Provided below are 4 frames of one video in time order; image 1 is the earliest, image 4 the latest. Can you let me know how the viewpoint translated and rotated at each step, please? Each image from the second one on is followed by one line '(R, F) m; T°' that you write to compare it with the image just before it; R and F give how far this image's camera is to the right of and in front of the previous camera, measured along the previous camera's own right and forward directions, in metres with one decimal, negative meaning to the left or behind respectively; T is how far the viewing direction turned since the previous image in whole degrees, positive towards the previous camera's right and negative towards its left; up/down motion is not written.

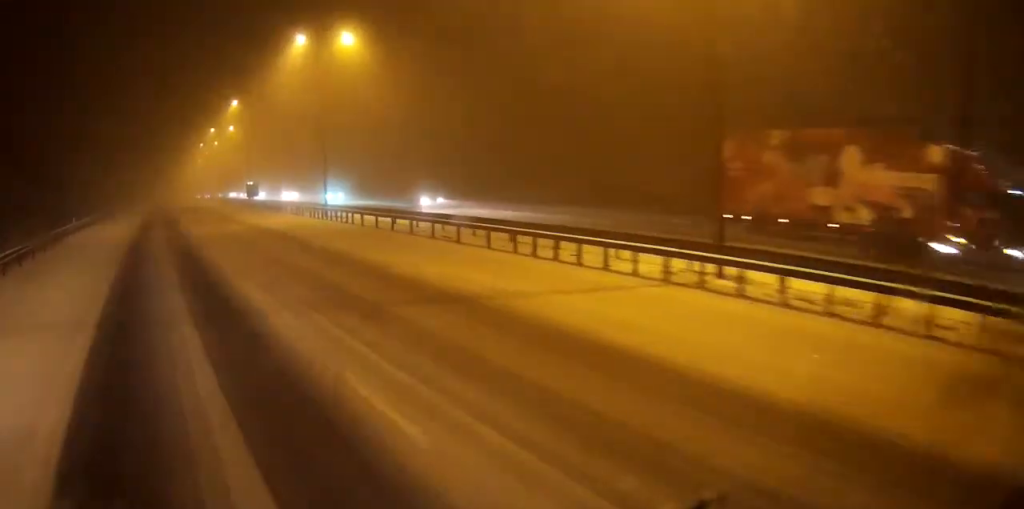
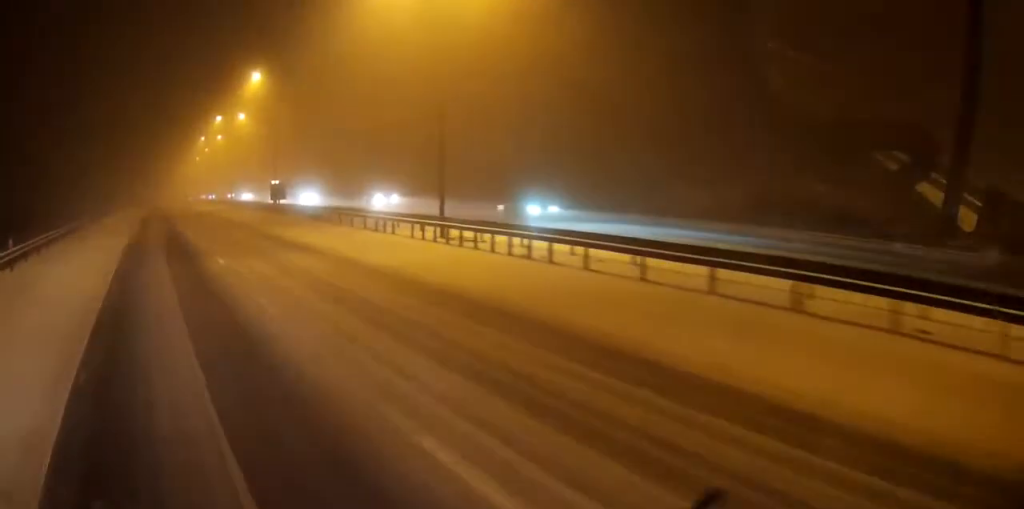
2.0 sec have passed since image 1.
(+0.2, +19.9) m; +1°
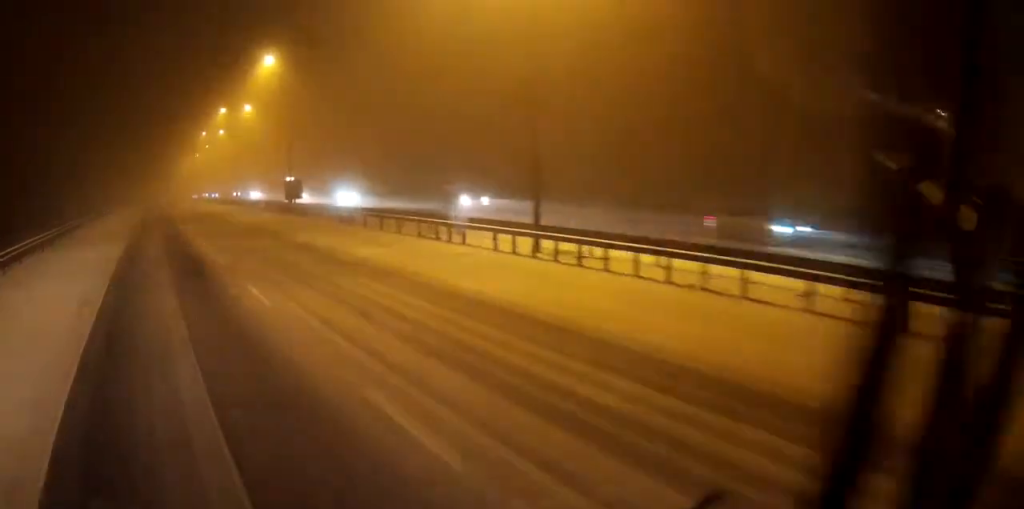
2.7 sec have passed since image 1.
(+0.1, +7.5) m; 0°
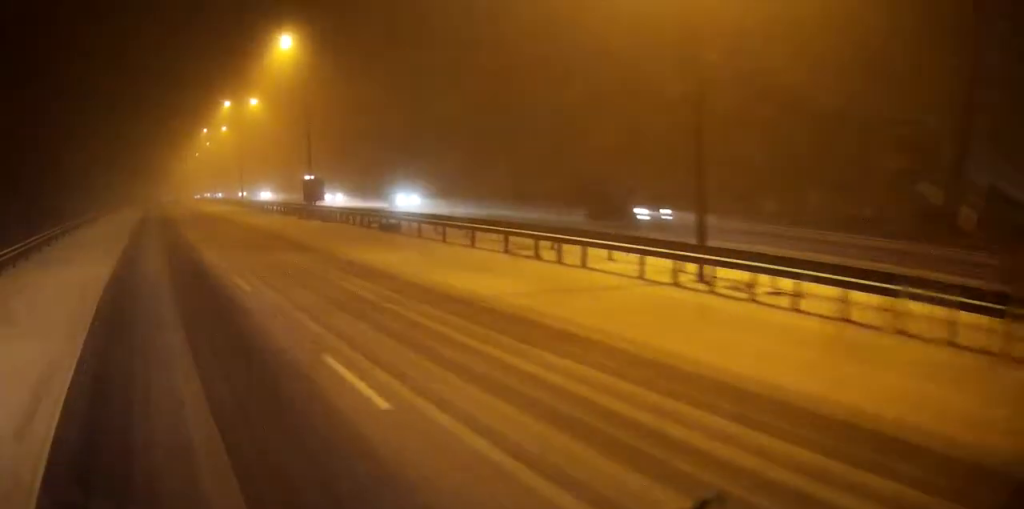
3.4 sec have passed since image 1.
(0.0, +7.6) m; 0°
